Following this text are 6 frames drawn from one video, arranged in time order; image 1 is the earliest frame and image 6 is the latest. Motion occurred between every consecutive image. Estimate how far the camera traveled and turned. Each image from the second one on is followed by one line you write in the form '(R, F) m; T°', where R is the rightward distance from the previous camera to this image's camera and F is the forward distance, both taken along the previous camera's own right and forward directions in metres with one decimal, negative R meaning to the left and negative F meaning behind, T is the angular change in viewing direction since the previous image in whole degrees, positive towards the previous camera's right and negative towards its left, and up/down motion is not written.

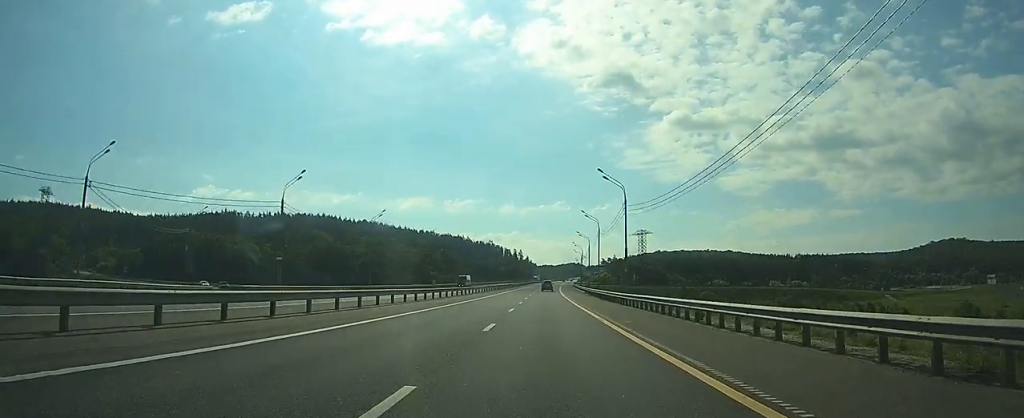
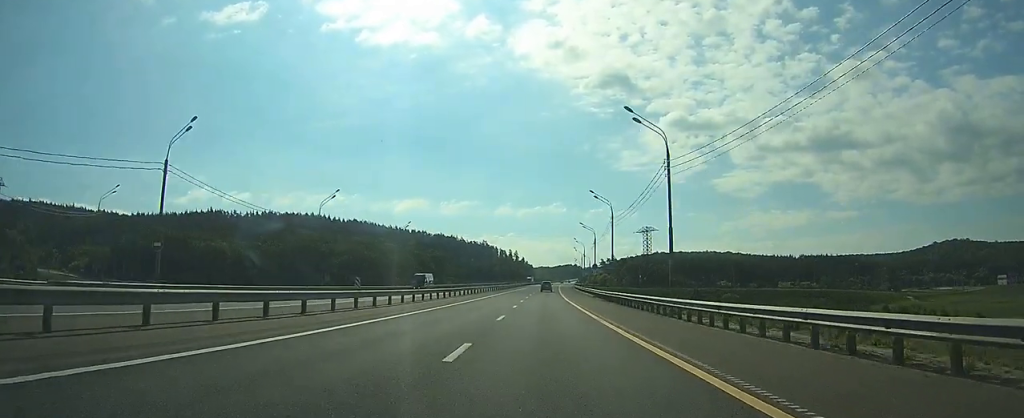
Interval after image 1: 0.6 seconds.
(-0.1, +18.4) m; 0°
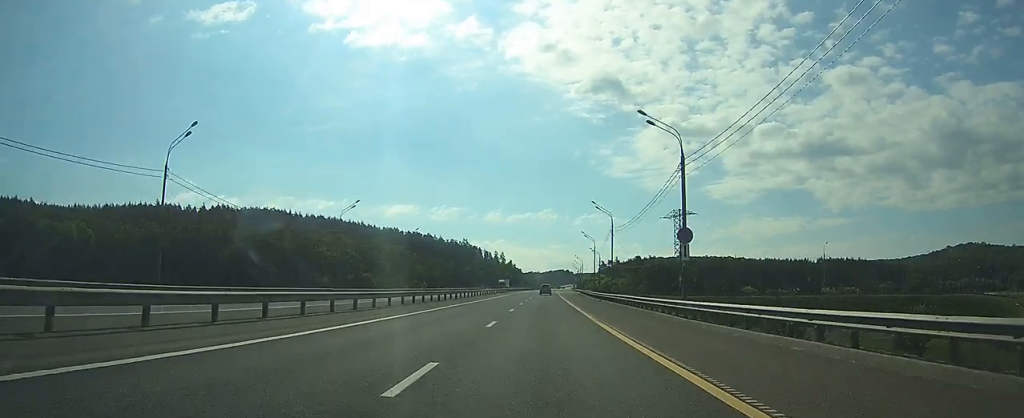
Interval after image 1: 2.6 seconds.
(+0.6, +62.7) m; +1°
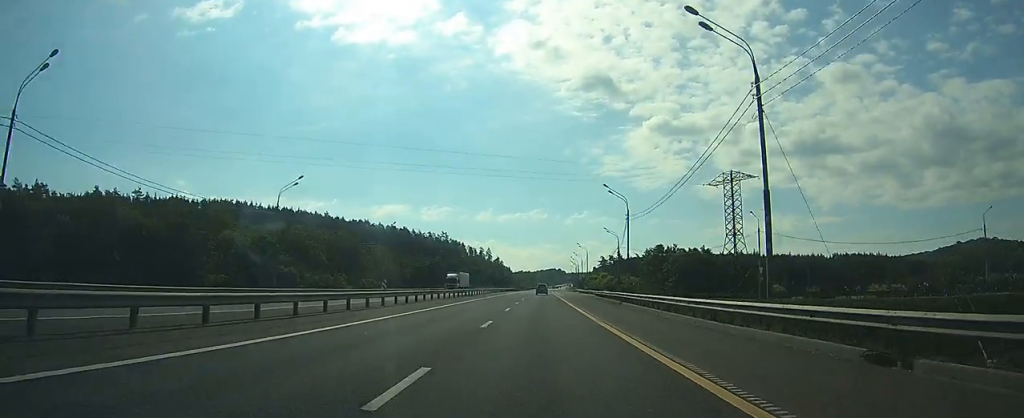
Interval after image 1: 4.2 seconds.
(+0.1, +48.6) m; 0°
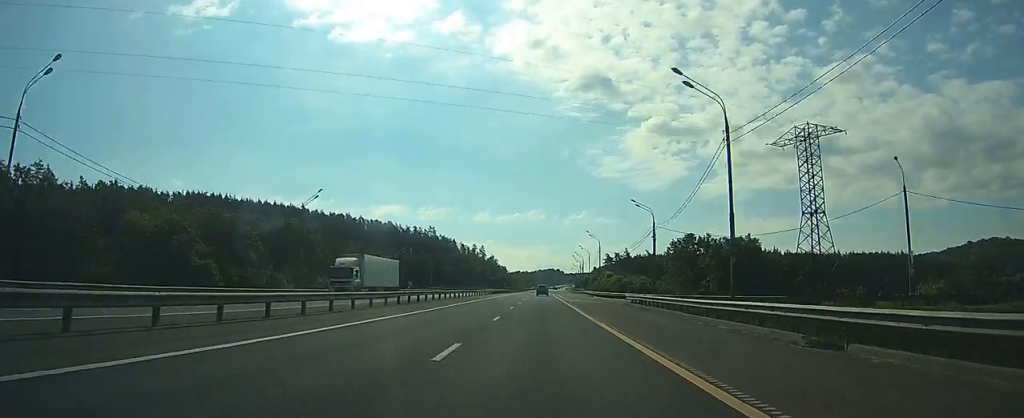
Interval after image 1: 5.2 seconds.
(+0.1, +32.0) m; 0°
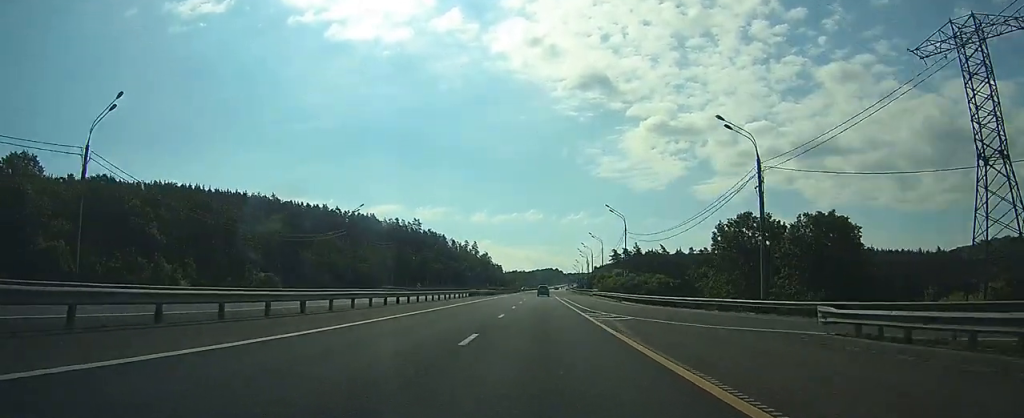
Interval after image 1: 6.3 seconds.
(+0.1, +32.9) m; 0°
